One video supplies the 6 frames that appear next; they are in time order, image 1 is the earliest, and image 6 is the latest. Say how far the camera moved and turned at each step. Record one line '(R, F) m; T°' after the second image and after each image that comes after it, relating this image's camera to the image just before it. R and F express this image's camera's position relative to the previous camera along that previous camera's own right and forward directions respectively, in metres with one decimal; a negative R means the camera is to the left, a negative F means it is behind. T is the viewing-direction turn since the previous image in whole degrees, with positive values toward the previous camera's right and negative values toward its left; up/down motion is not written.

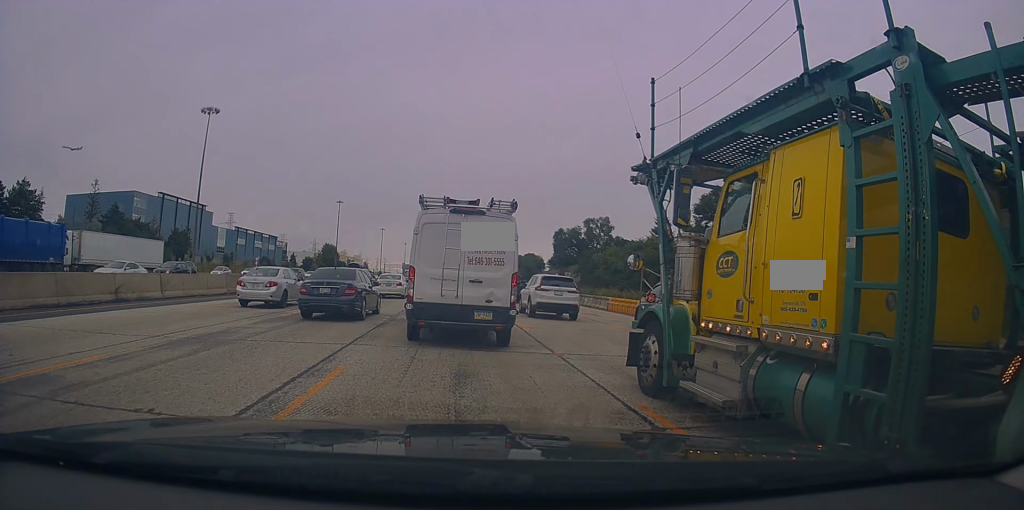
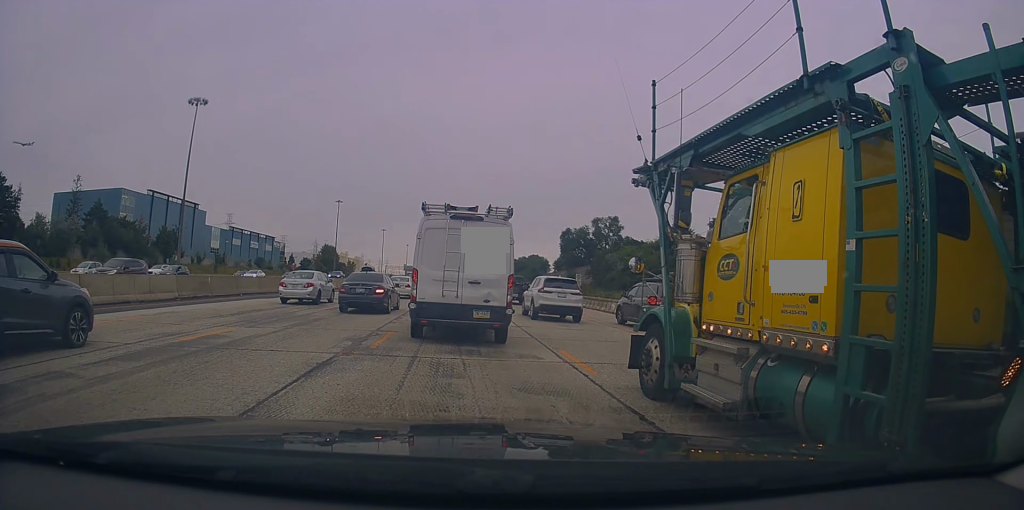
(0.0, +6.7) m; -2°
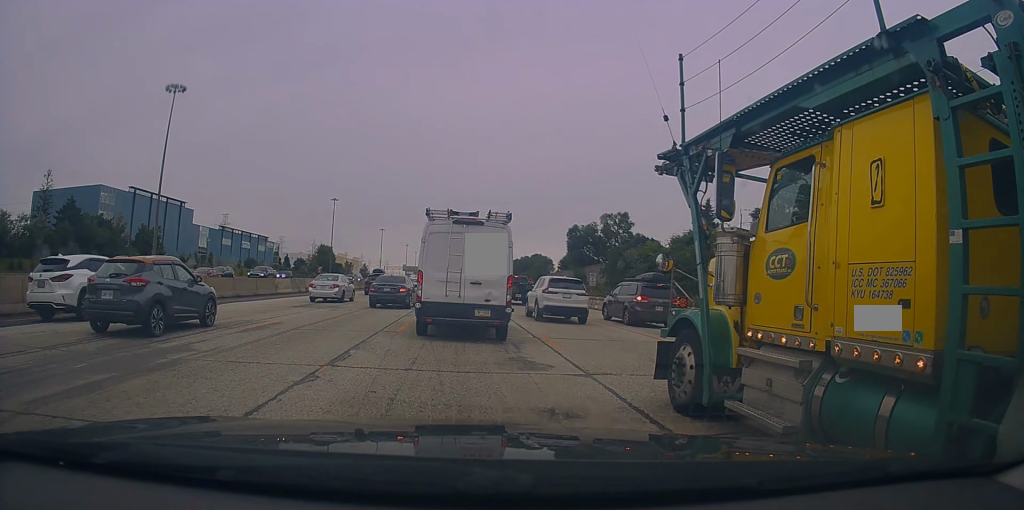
(-0.2, +8.8) m; +3°
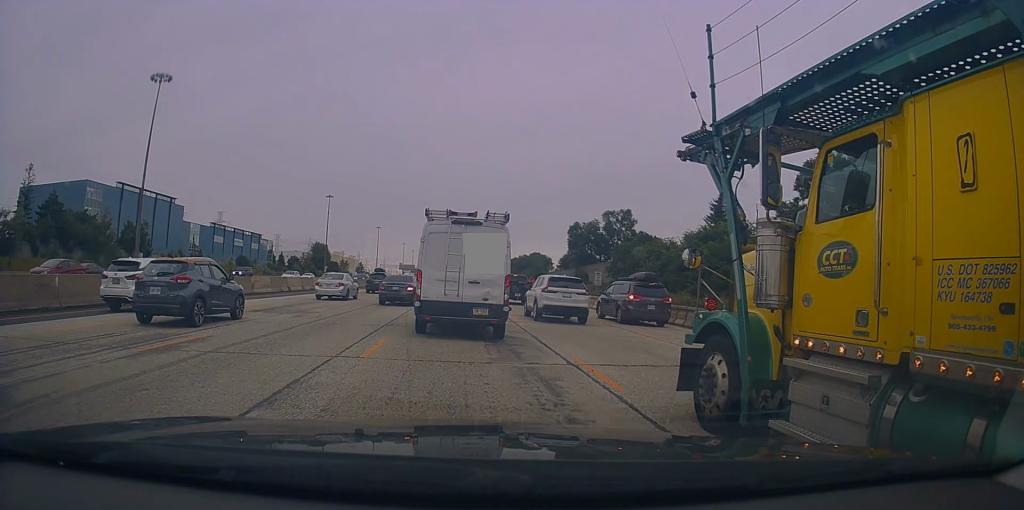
(+0.4, +4.4) m; +1°
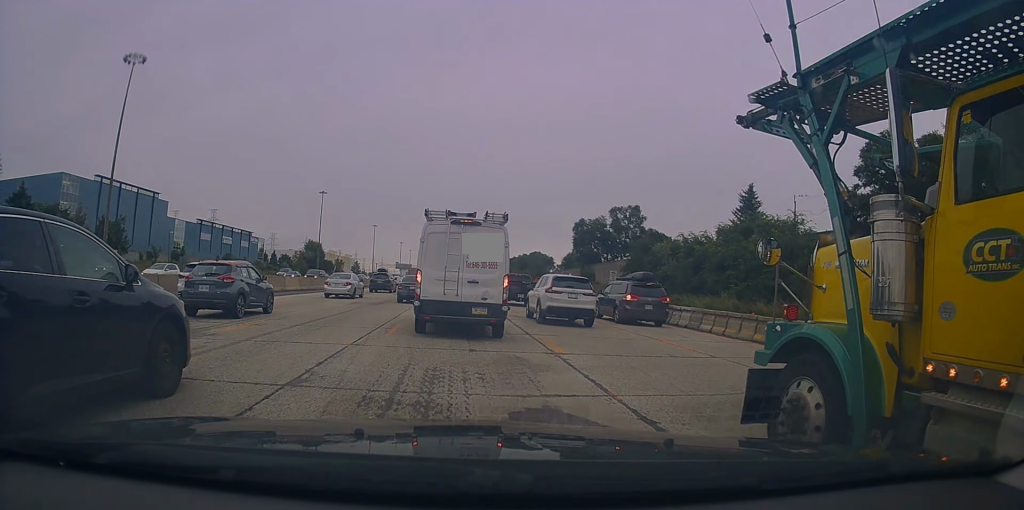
(-0.2, +8.1) m; -3°
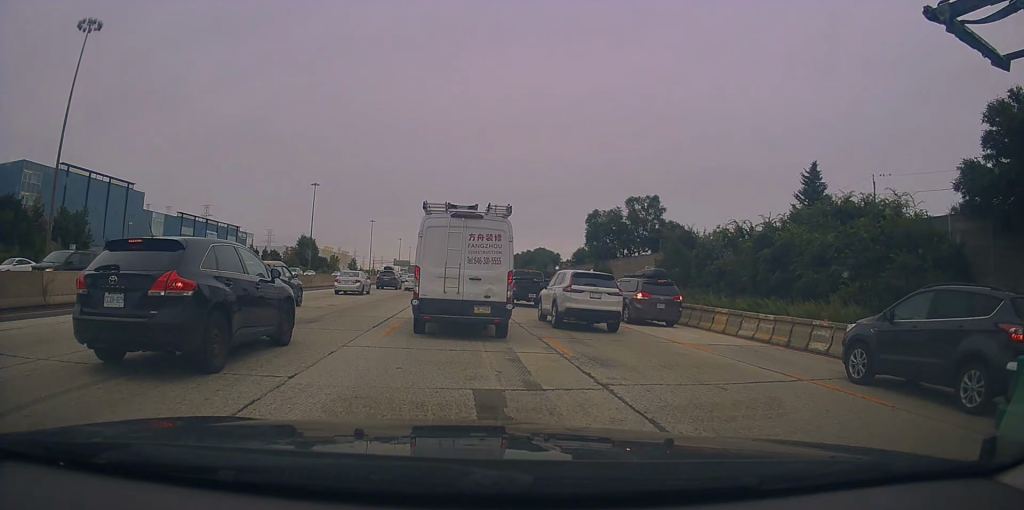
(-0.2, +12.3) m; 0°
